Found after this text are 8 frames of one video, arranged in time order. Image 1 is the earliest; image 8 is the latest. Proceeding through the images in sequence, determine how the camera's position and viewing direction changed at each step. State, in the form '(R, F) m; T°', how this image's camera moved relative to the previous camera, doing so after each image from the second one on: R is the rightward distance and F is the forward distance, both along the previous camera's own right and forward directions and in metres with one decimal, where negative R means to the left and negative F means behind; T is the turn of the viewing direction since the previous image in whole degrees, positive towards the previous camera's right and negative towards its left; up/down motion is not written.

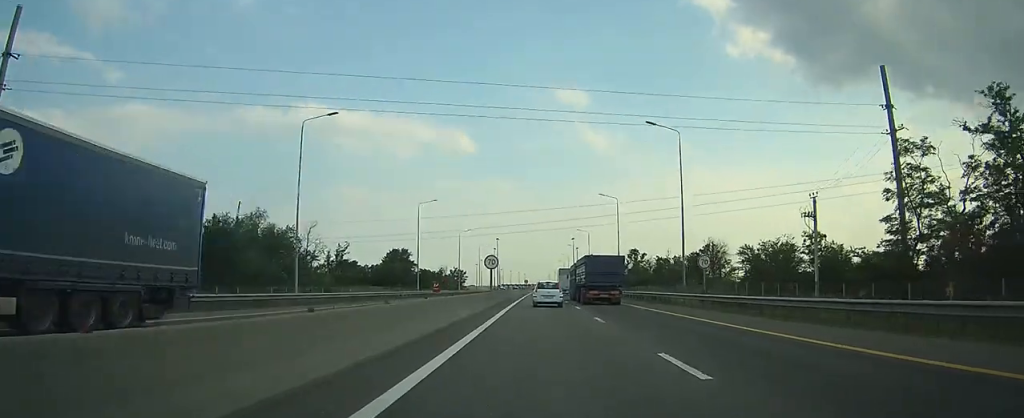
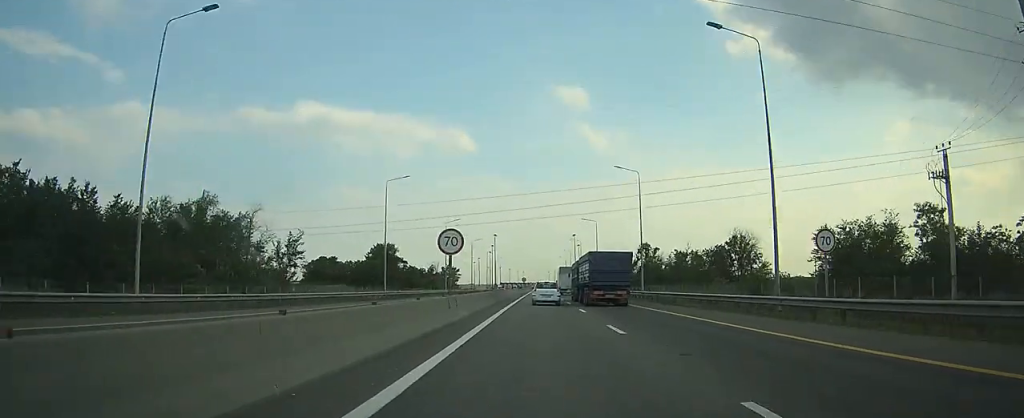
(+0.1, +16.9) m; 0°
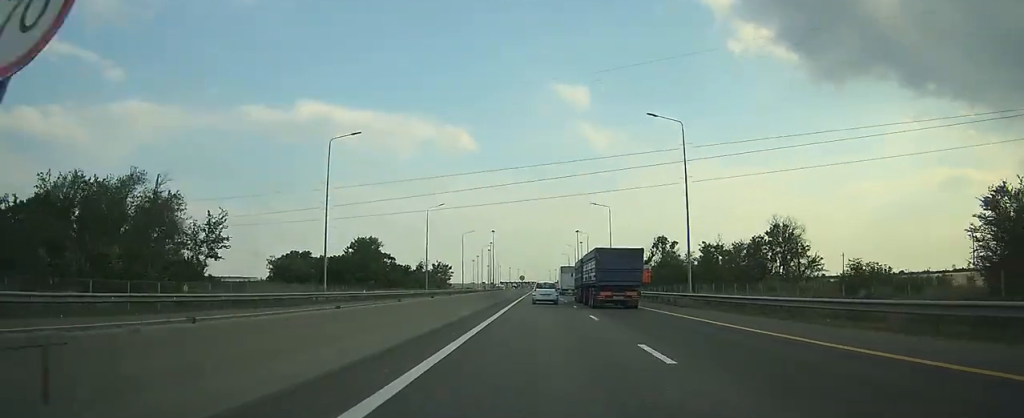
(-0.1, +18.2) m; 0°
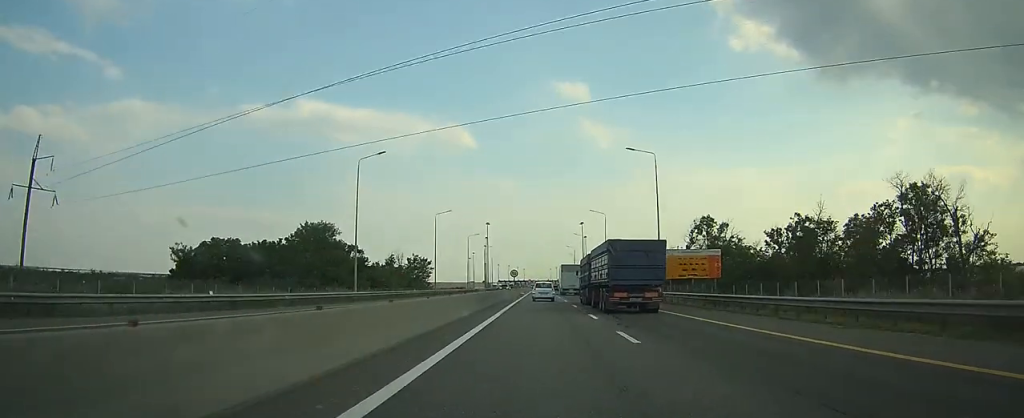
(0.0, +34.0) m; 0°
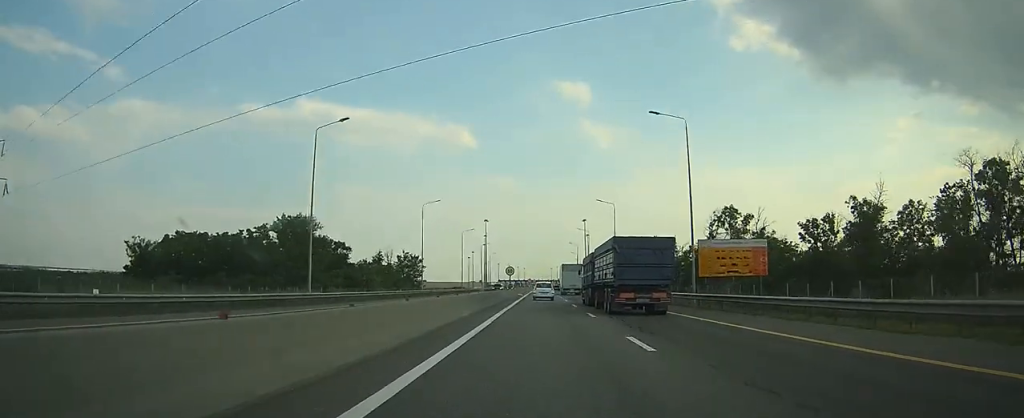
(0.0, +10.9) m; 0°
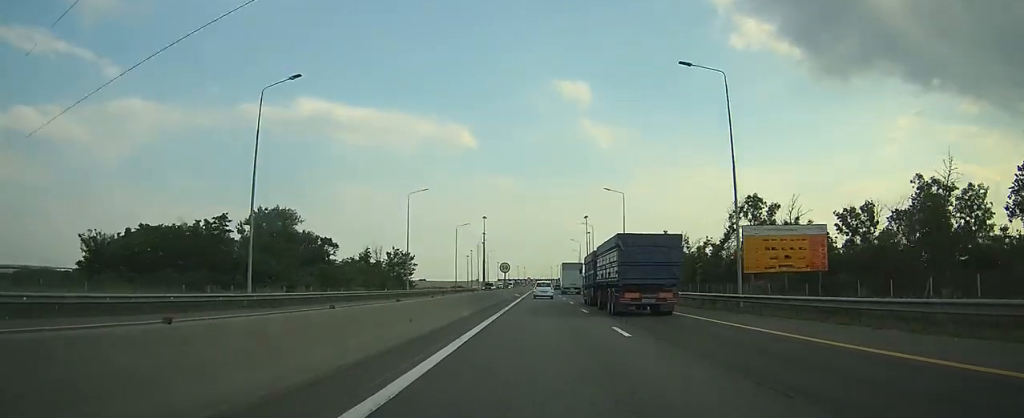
(0.0, +9.3) m; 0°
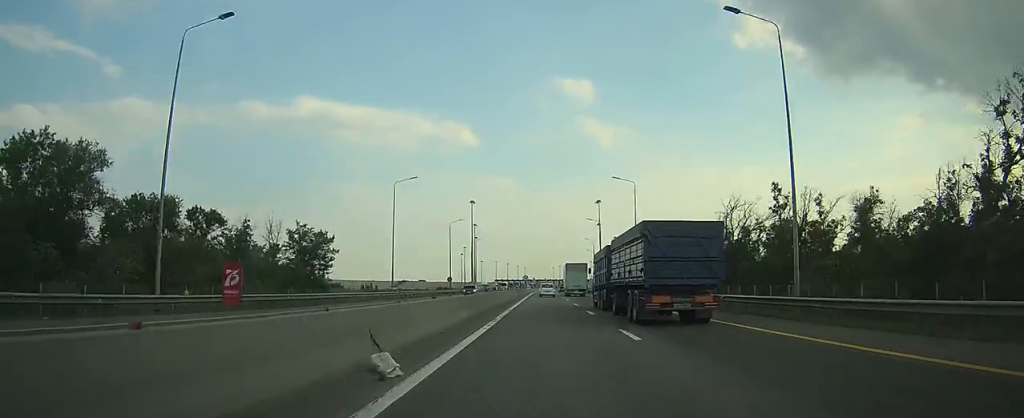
(+0.2, +49.9) m; 0°
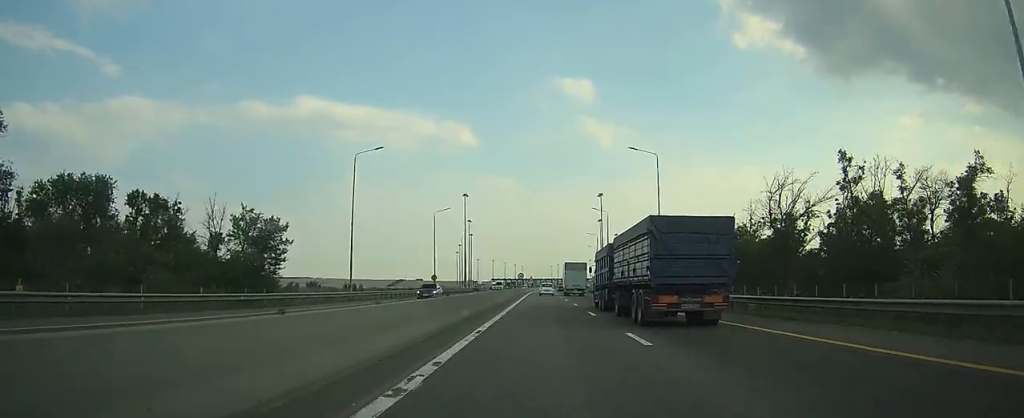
(0.0, +13.6) m; 0°
